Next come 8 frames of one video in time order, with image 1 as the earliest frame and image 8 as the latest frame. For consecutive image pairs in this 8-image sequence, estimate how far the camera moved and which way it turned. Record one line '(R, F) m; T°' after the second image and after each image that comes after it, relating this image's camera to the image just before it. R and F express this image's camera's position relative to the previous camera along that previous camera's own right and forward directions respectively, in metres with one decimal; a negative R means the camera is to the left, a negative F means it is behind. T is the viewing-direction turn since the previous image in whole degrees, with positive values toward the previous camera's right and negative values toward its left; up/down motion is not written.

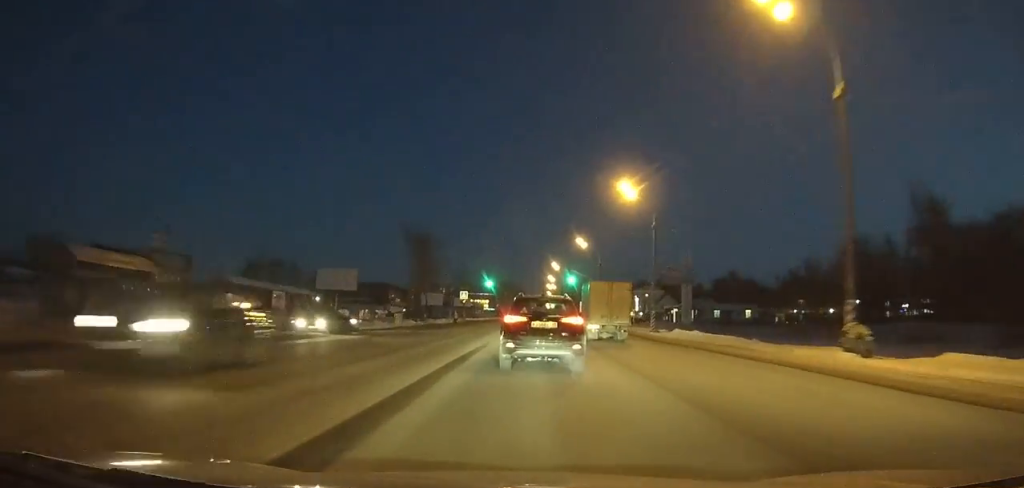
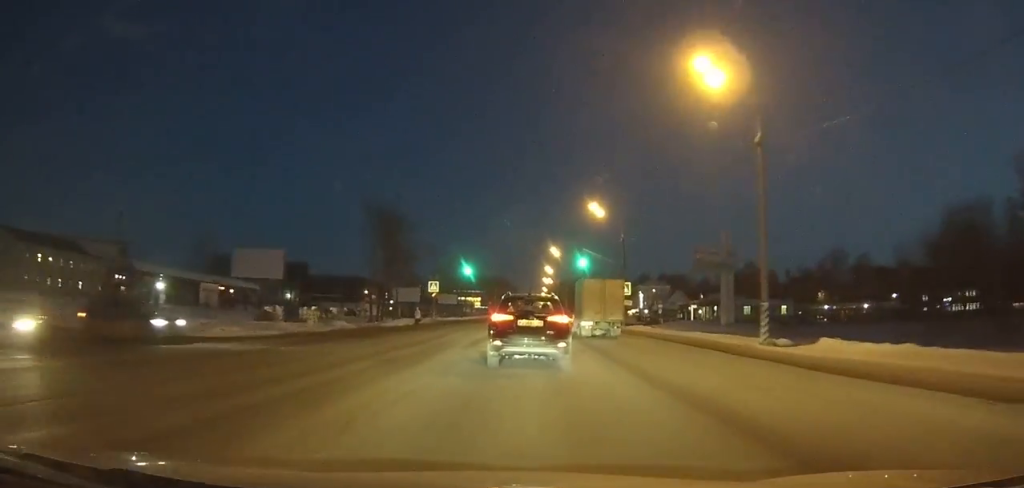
(0.0, +23.2) m; 0°
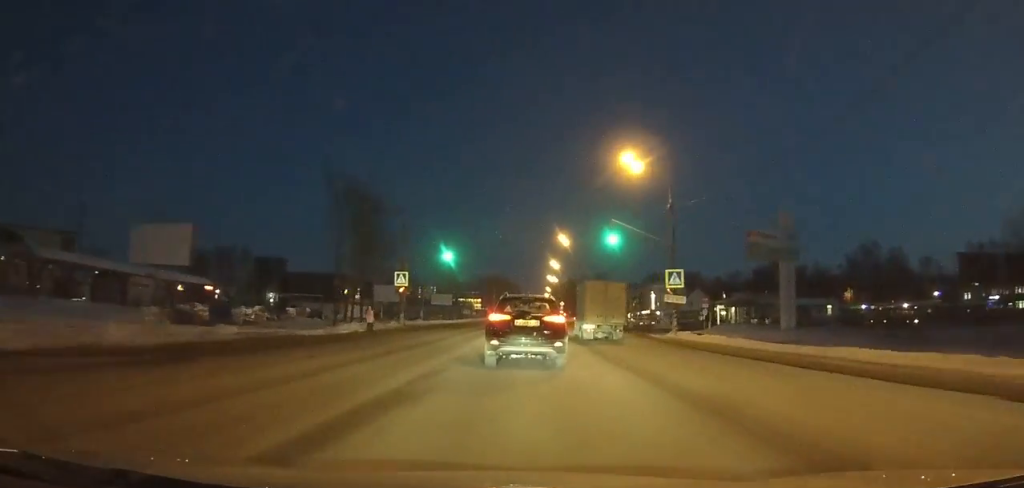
(-0.1, +17.6) m; 0°
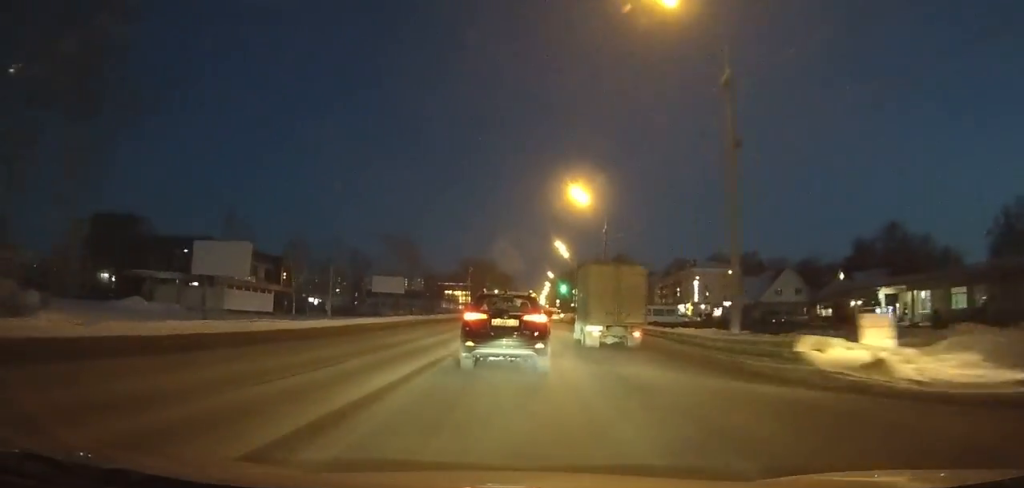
(+0.4, +59.4) m; 0°
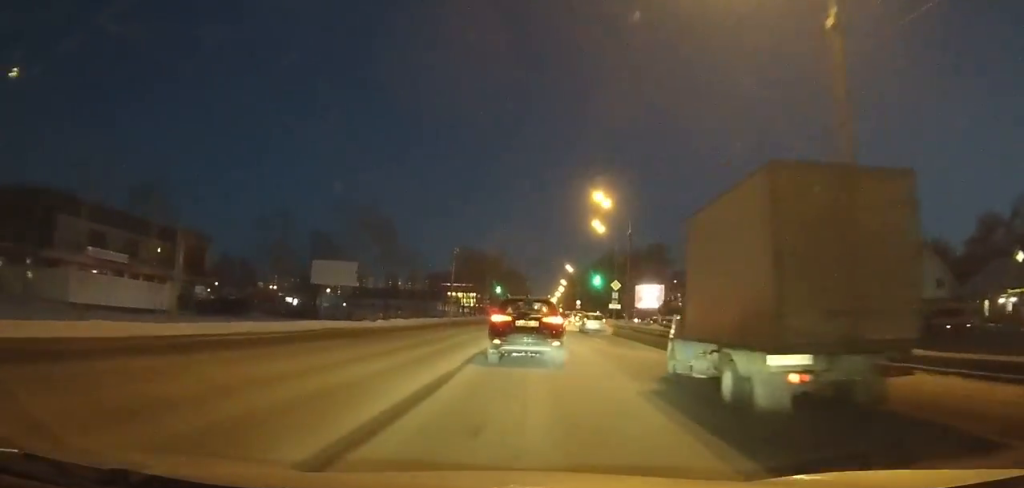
(0.0, +37.9) m; 0°
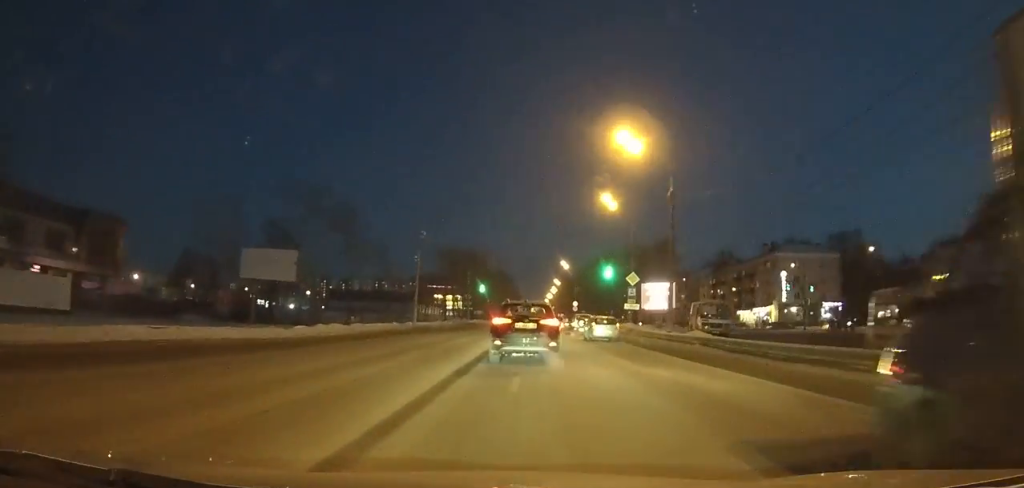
(0.0, +17.0) m; 0°
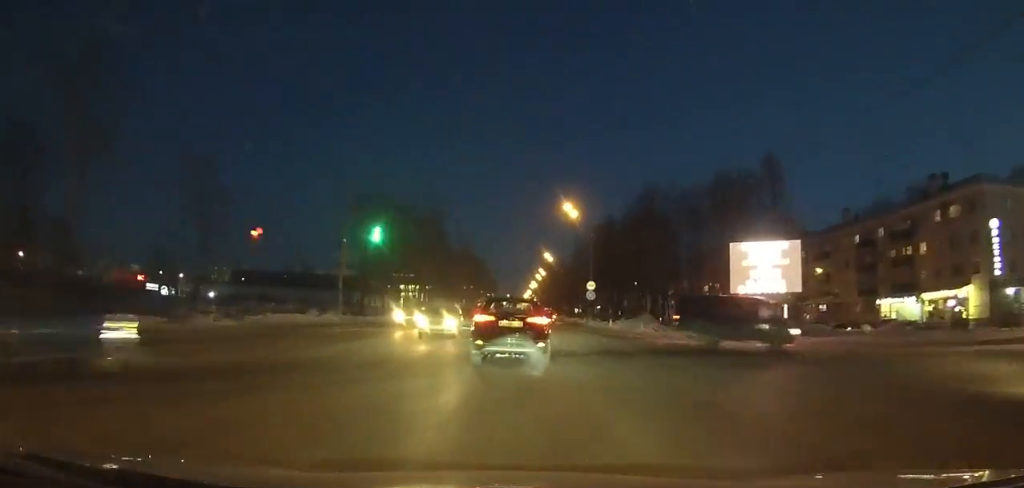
(+0.5, +55.5) m; +1°
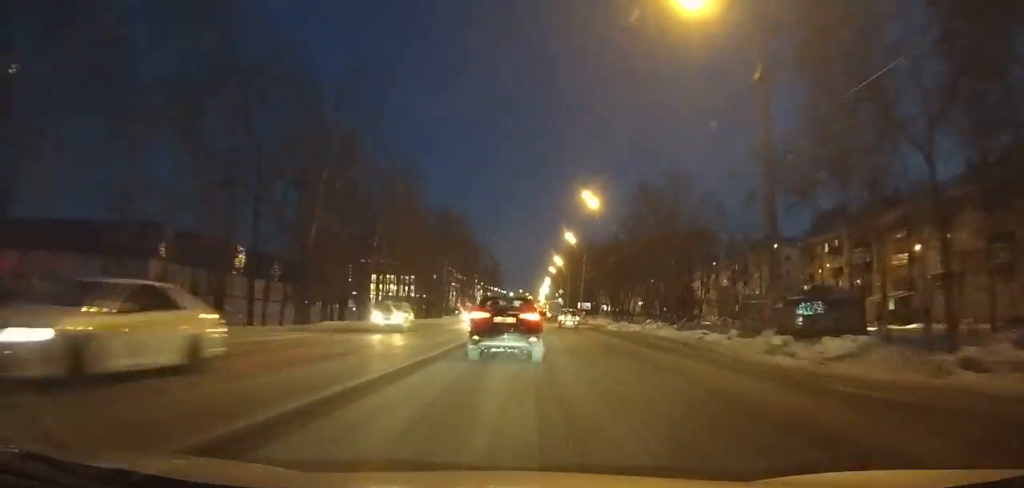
(-1.1, +85.3) m; -1°
